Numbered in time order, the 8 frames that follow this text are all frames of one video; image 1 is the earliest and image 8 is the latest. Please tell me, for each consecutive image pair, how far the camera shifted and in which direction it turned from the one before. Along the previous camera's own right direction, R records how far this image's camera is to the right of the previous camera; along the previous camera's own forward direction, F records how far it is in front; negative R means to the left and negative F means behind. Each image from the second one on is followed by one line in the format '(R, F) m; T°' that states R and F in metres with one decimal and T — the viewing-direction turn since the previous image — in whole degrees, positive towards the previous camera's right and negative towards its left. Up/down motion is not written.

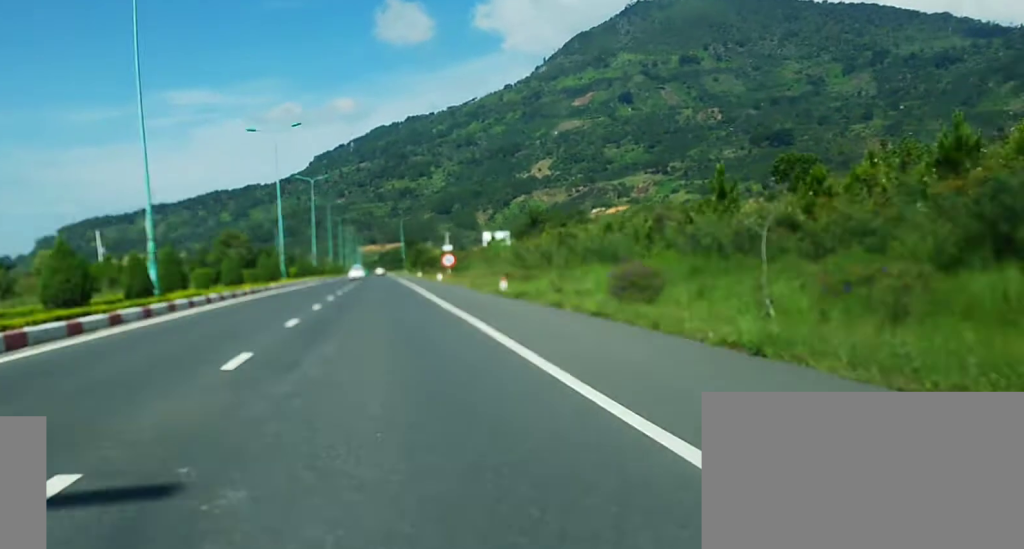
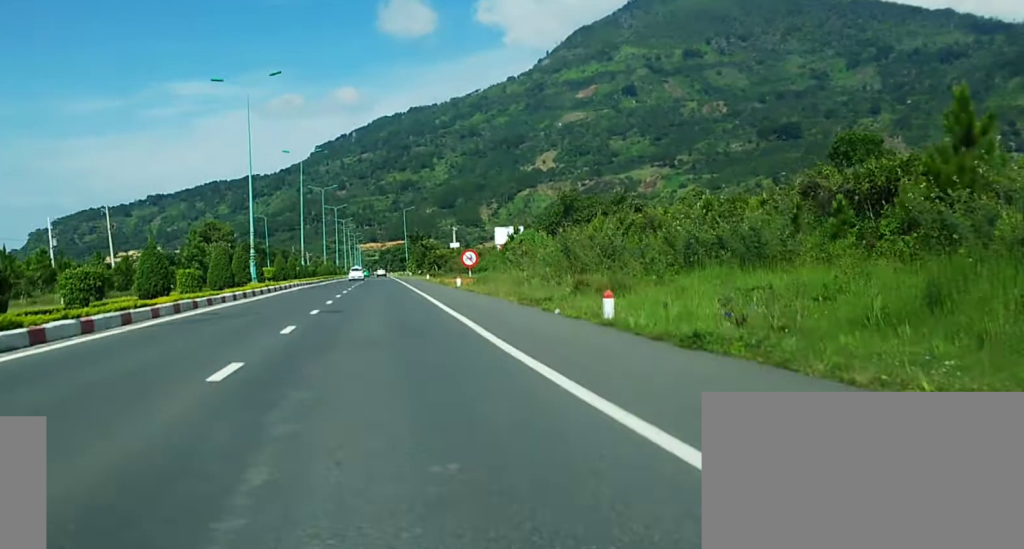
(0.0, +17.0) m; 0°
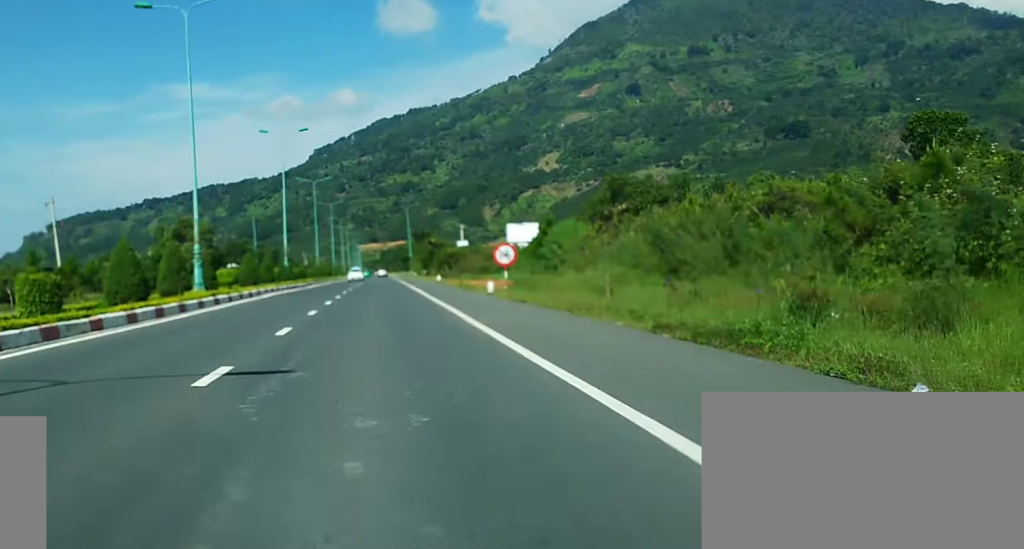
(+0.1, +17.0) m; 0°
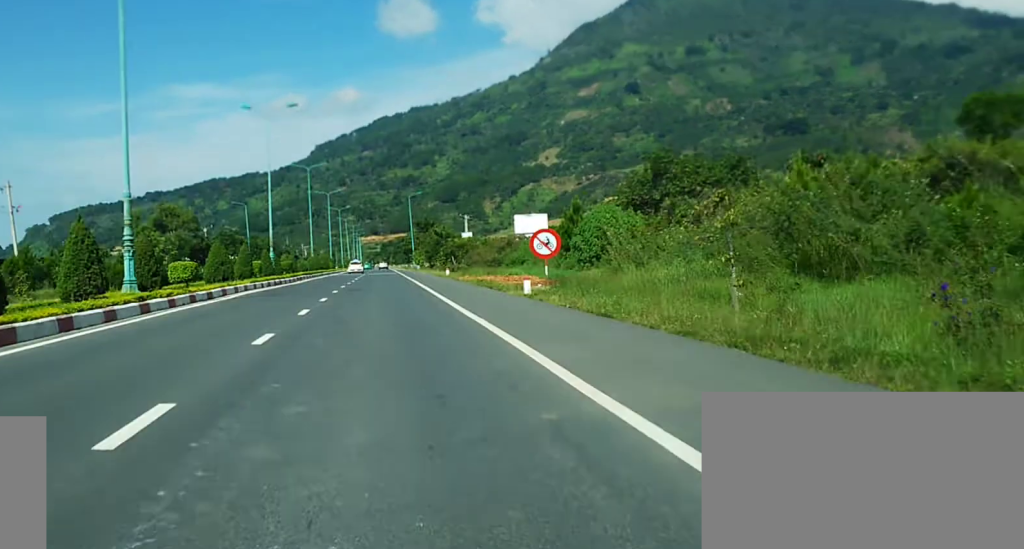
(0.0, +11.4) m; 0°
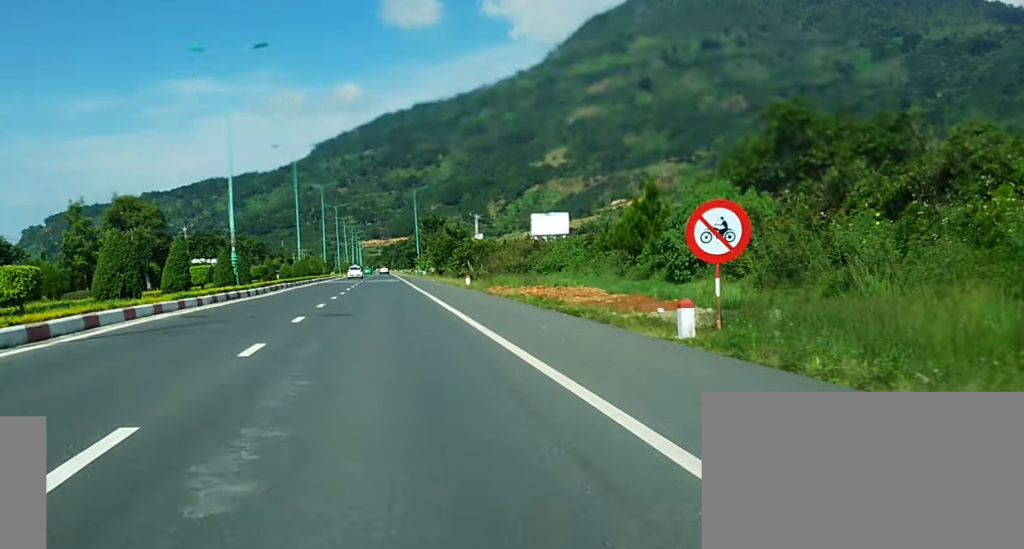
(-0.1, +17.2) m; 0°
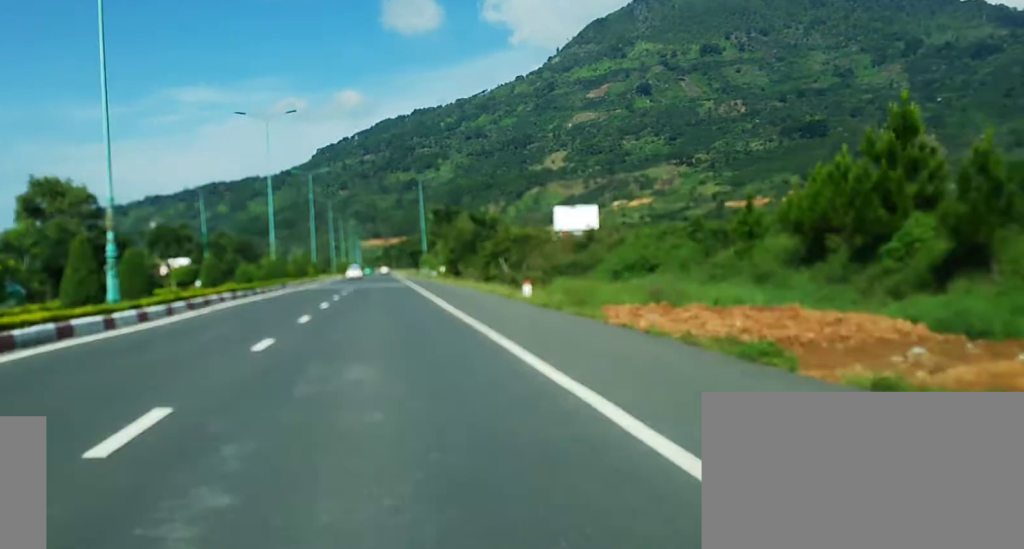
(0.0, +23.1) m; 0°
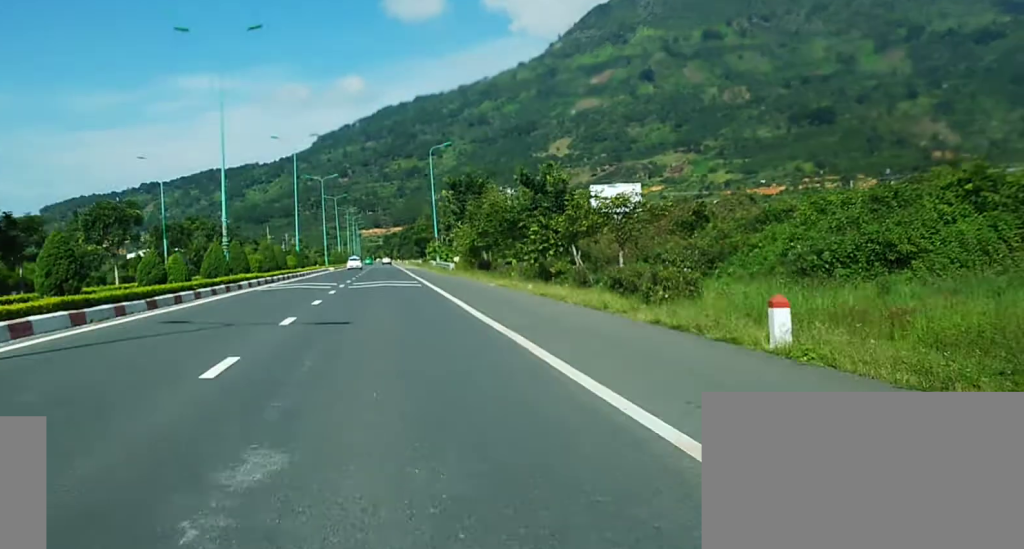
(+0.1, +20.3) m; 0°
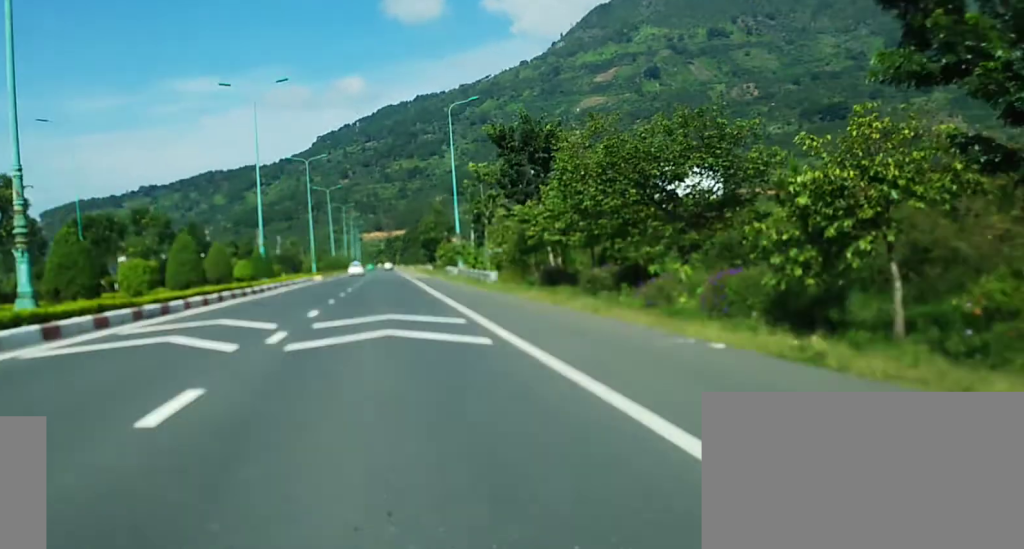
(-0.1, +26.2) m; 0°
